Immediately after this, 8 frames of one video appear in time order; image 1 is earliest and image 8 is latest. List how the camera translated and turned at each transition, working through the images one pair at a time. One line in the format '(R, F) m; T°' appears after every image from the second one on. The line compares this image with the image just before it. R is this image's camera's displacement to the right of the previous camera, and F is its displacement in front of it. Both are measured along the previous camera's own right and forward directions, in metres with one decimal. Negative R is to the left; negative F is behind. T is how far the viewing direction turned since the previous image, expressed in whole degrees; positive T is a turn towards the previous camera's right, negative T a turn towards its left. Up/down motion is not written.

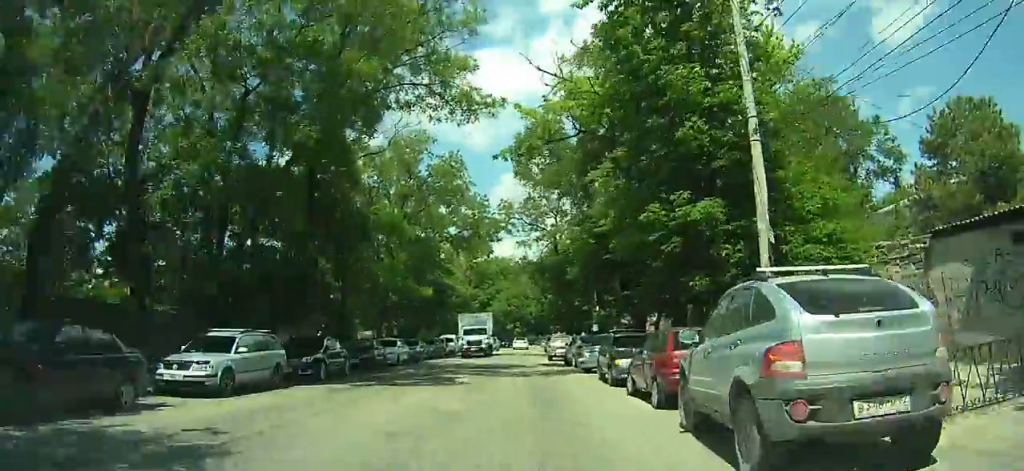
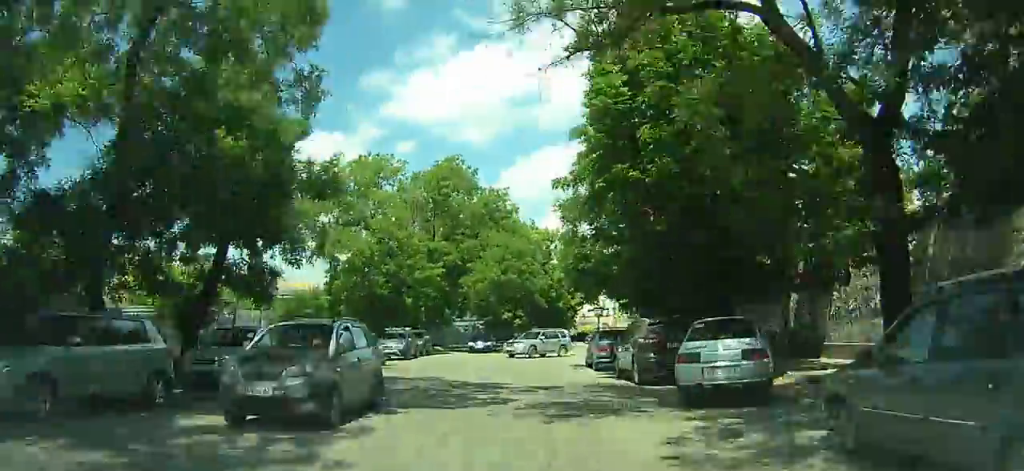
(-0.4, +33.9) m; +1°
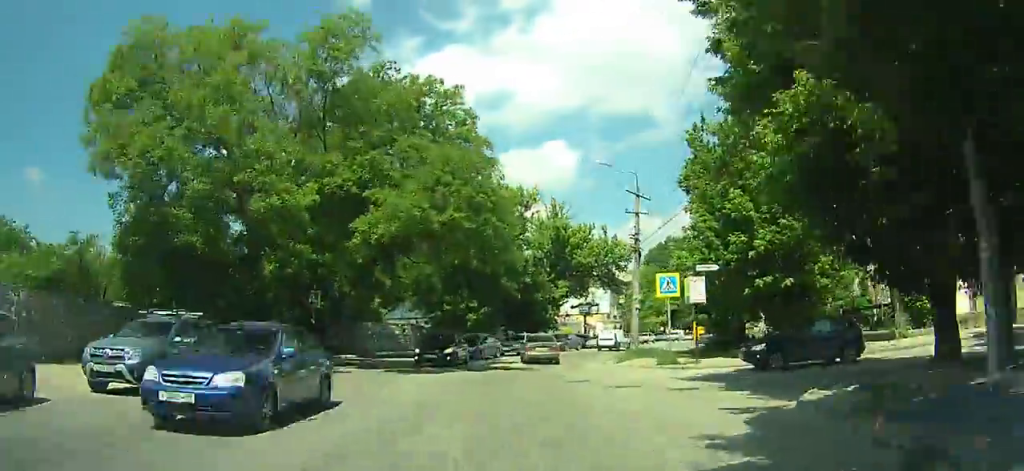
(+1.1, +23.5) m; +5°
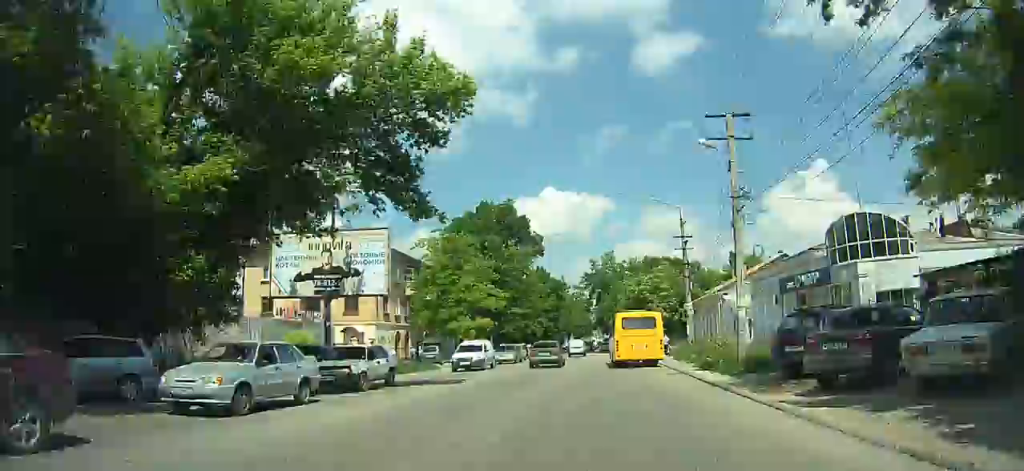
(+6.2, +42.9) m; +16°
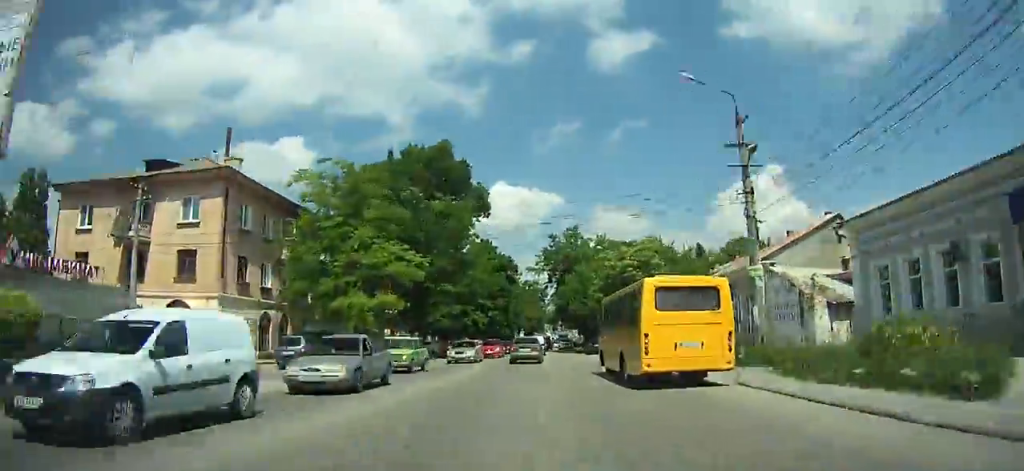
(+1.0, +18.2) m; +5°
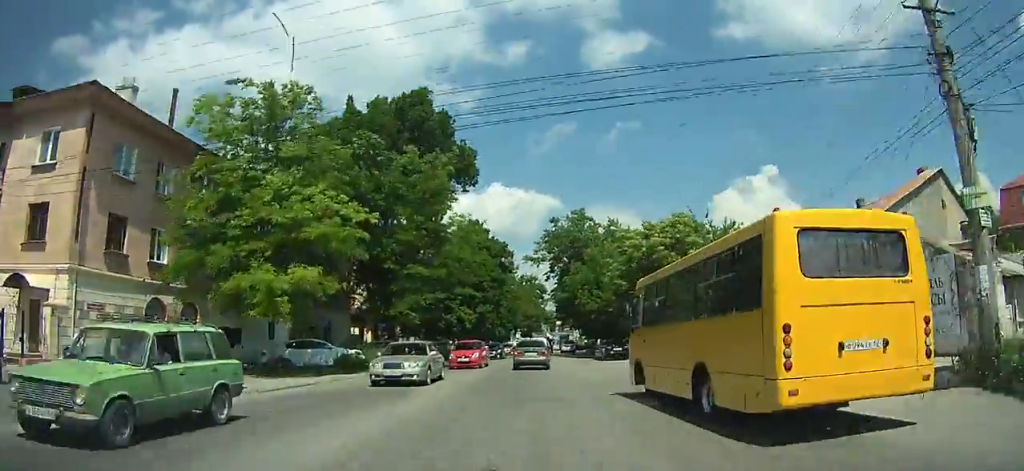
(+0.2, +10.8) m; +2°
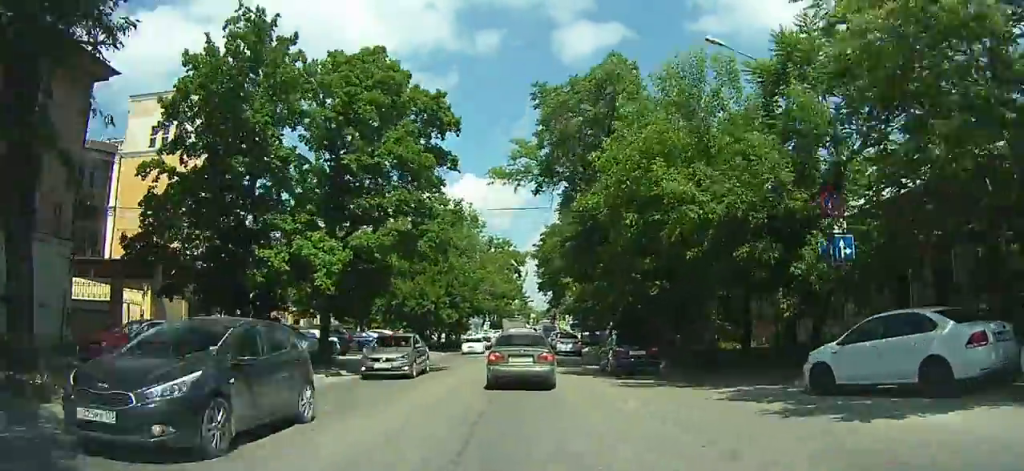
(+0.9, +30.0) m; +2°
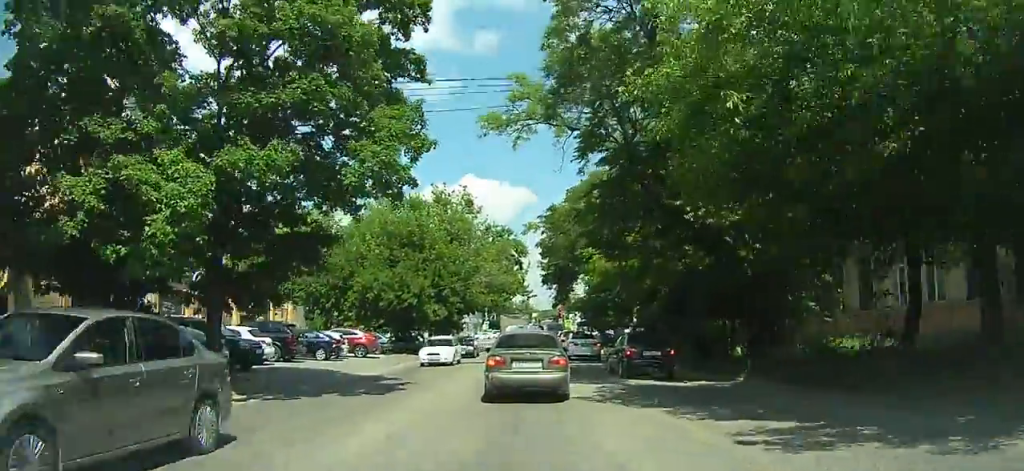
(-0.1, +9.3) m; 0°
